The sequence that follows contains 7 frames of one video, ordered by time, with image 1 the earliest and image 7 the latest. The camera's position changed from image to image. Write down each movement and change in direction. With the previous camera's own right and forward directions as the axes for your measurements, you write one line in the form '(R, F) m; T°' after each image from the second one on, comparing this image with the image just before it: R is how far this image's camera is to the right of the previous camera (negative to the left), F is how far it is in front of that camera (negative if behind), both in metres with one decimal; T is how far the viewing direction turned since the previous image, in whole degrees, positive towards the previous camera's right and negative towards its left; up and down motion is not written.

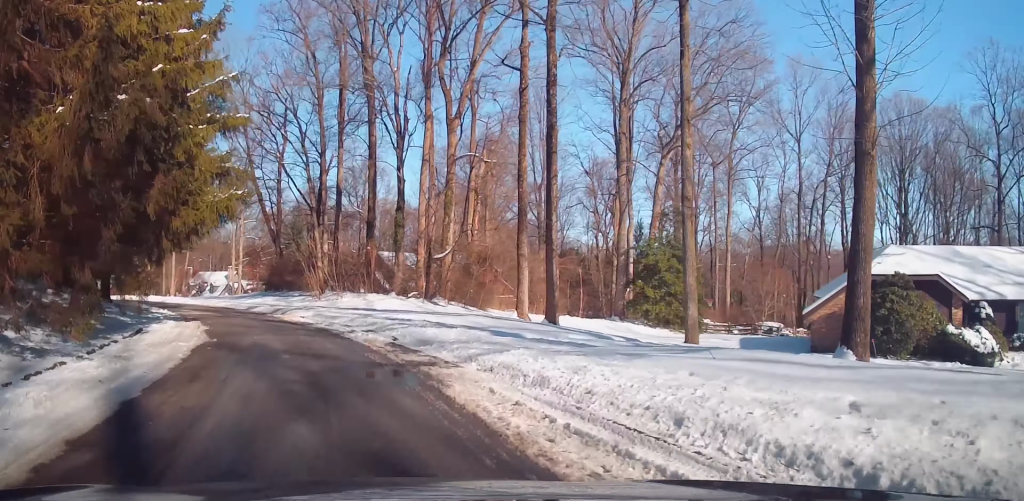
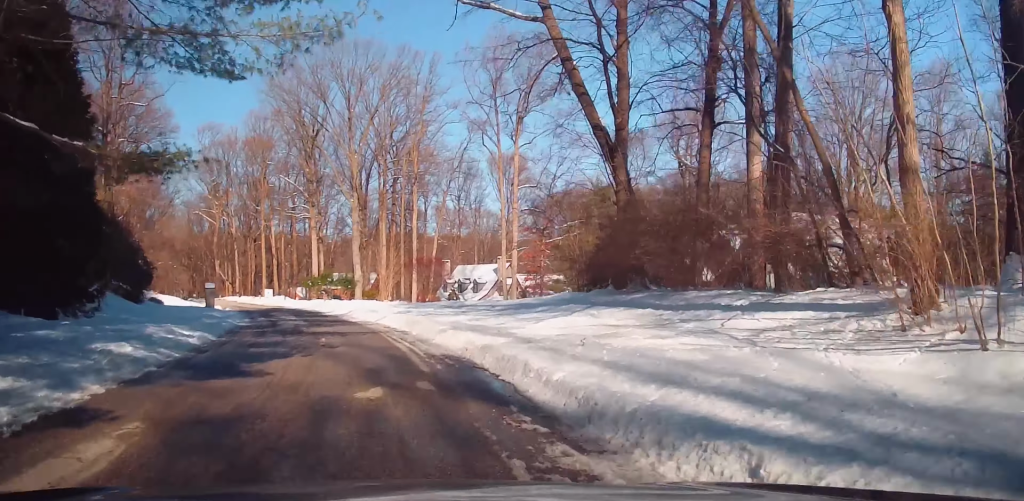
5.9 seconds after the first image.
(-6.7, +35.4) m; -18°
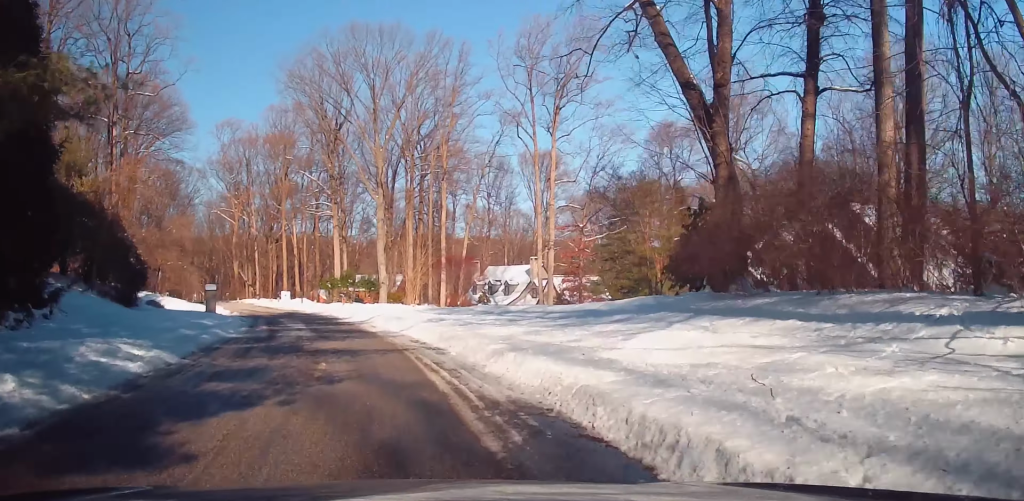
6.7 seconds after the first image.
(0.0, +5.1) m; -2°
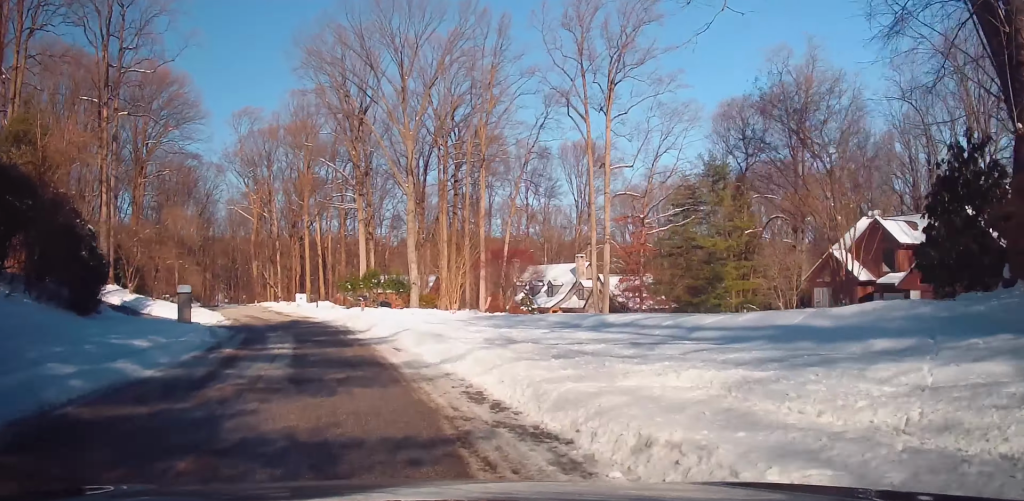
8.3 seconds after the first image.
(-0.3, +9.2) m; -5°
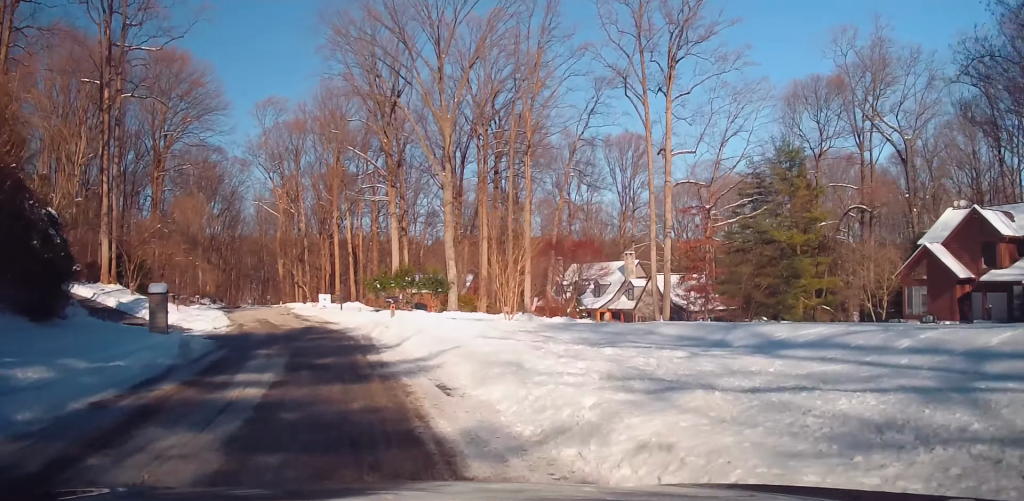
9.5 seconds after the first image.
(-0.3, +6.7) m; -4°
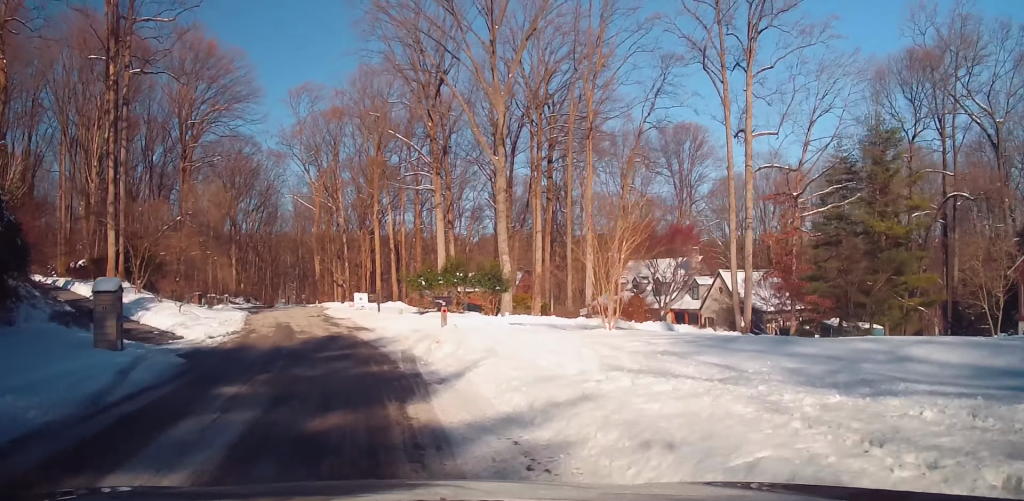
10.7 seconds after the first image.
(-0.2, +6.3) m; -2°
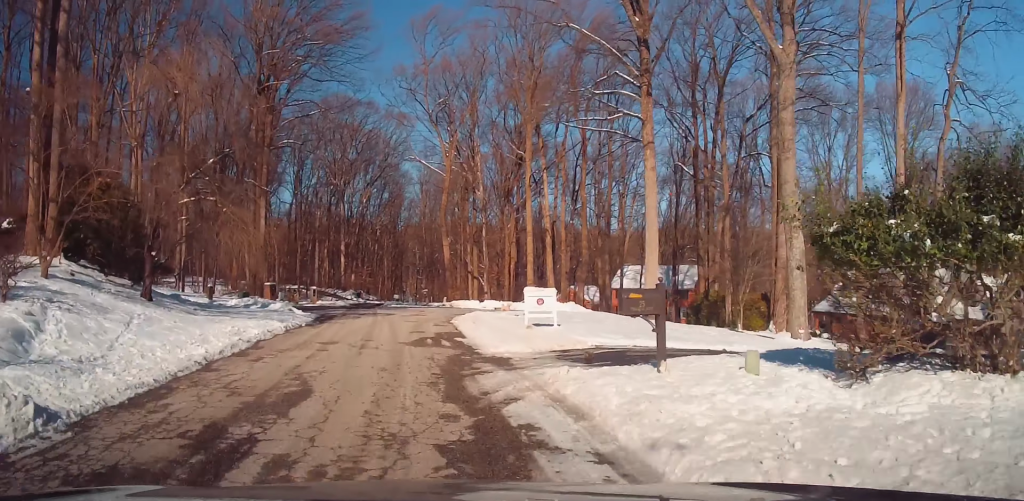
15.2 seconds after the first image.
(-1.9, +21.1) m; -9°
